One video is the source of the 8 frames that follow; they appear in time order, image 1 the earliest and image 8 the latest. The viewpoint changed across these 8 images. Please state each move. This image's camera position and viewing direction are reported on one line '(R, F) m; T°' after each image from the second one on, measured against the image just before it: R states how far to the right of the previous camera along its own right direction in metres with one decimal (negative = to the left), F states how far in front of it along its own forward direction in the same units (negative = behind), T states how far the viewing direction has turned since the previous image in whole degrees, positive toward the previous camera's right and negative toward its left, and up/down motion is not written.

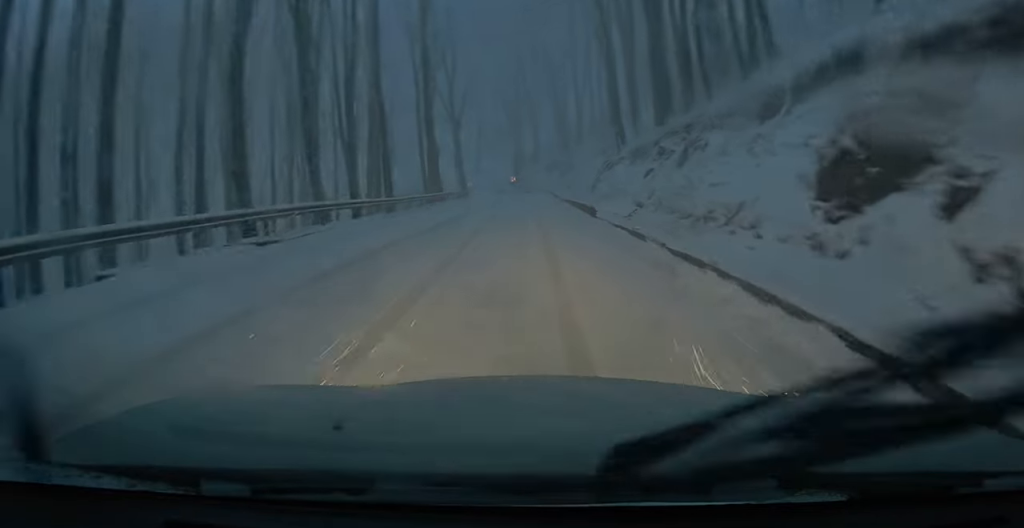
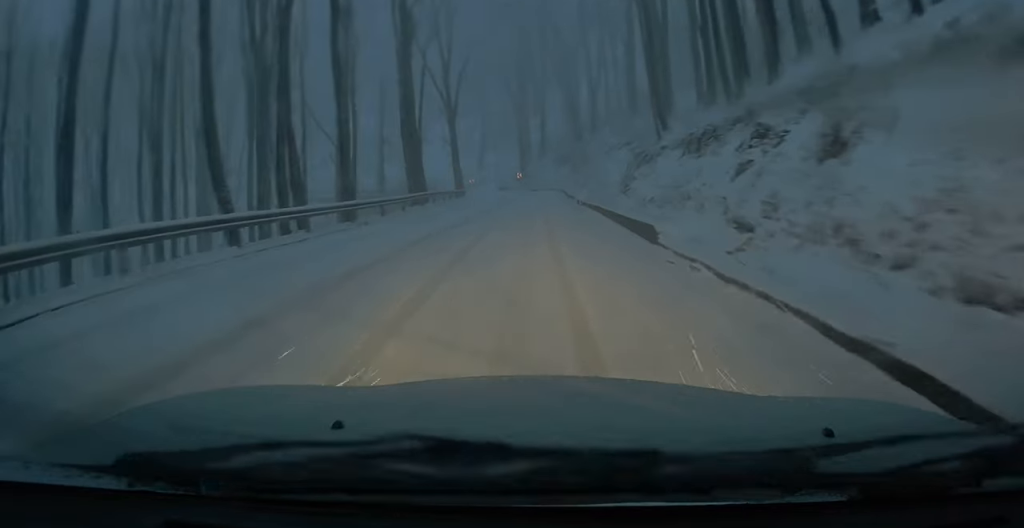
(-0.3, +9.3) m; -3°
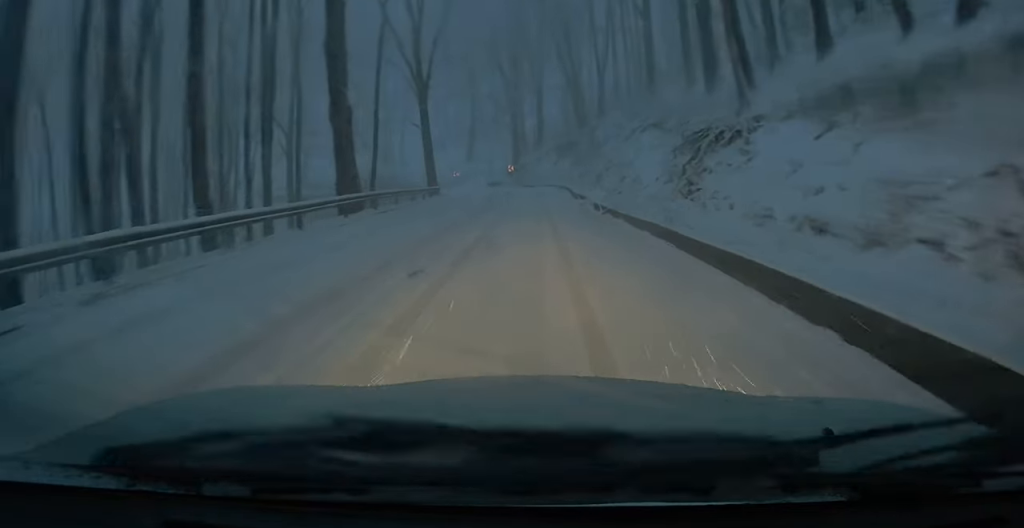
(-0.1, +10.9) m; -2°
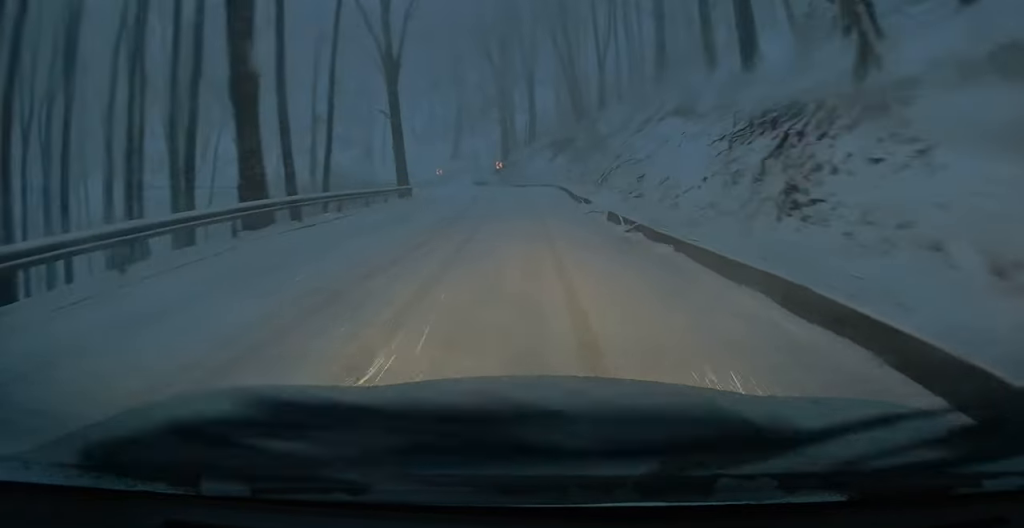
(-0.1, +6.4) m; -1°
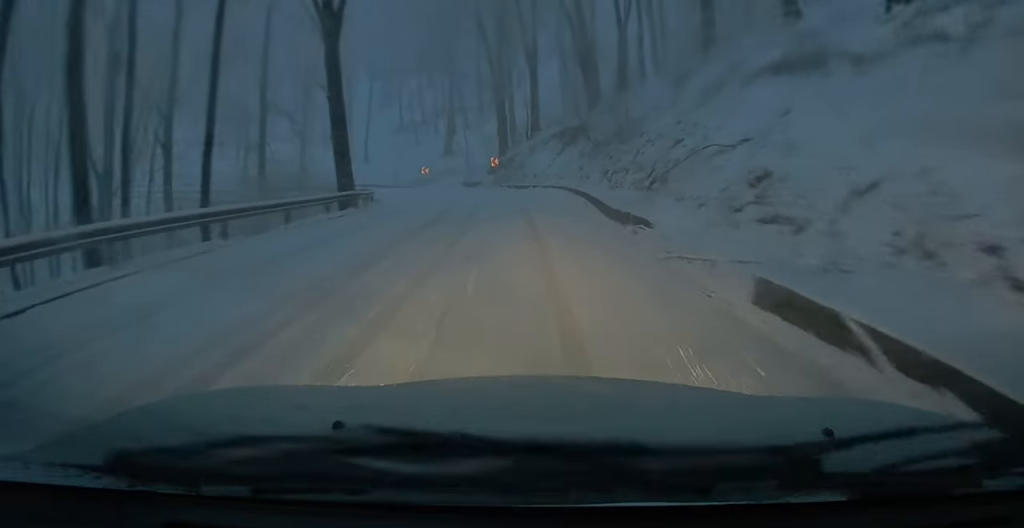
(+0.4, +10.4) m; +6°
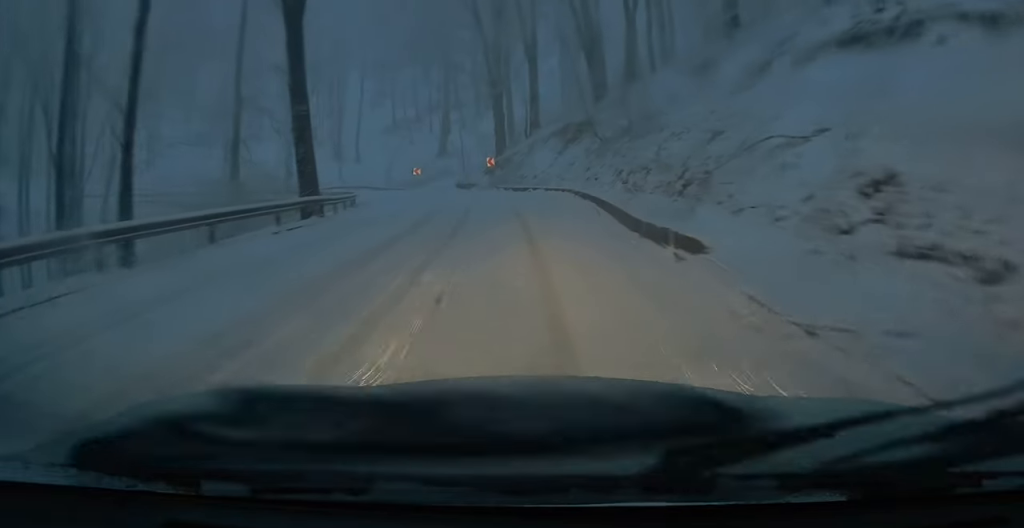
(+0.1, +3.5) m; +1°
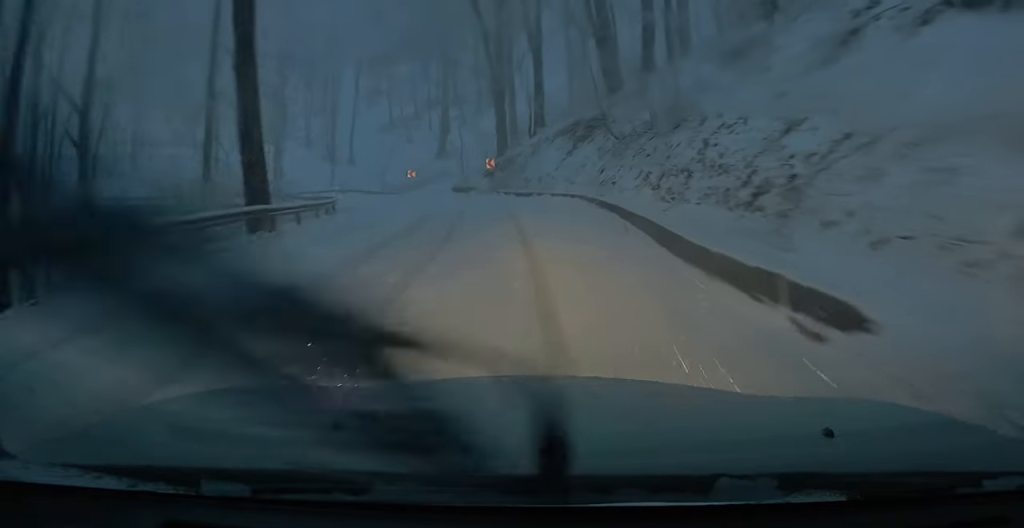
(-0.1, +3.6) m; 0°
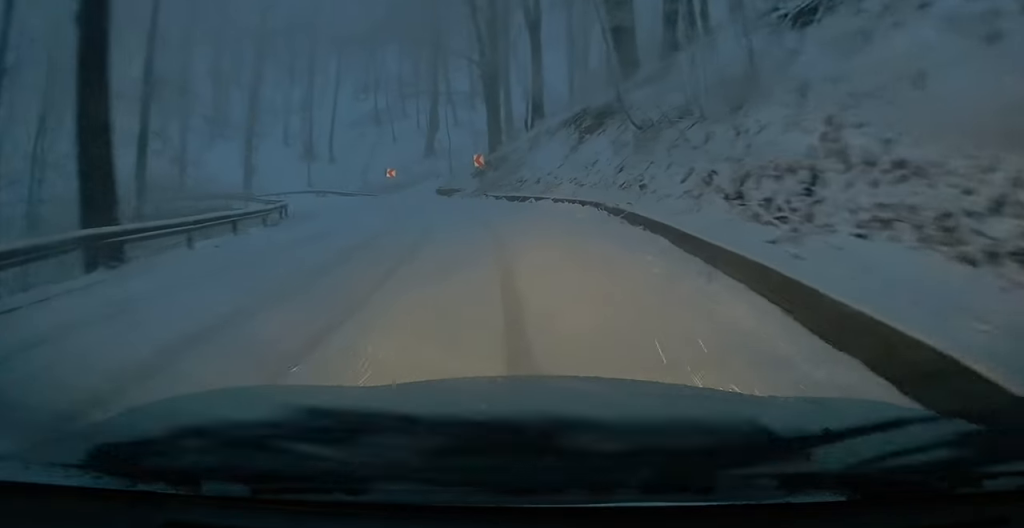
(0.0, +5.1) m; 0°
